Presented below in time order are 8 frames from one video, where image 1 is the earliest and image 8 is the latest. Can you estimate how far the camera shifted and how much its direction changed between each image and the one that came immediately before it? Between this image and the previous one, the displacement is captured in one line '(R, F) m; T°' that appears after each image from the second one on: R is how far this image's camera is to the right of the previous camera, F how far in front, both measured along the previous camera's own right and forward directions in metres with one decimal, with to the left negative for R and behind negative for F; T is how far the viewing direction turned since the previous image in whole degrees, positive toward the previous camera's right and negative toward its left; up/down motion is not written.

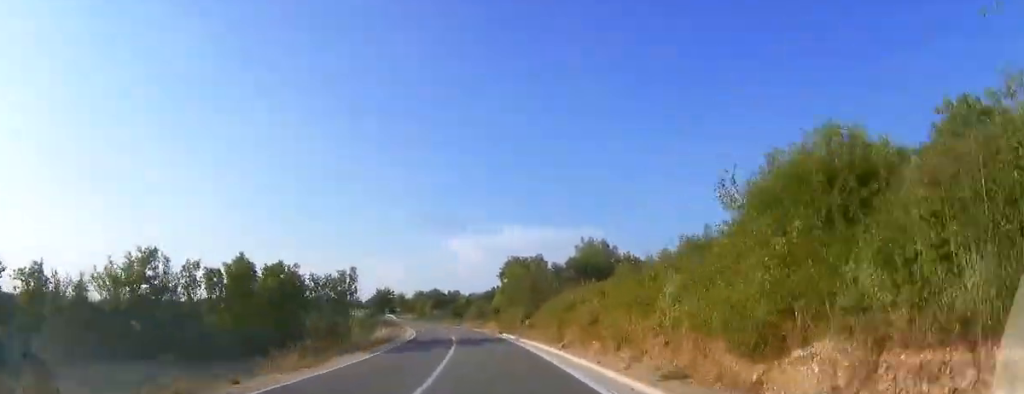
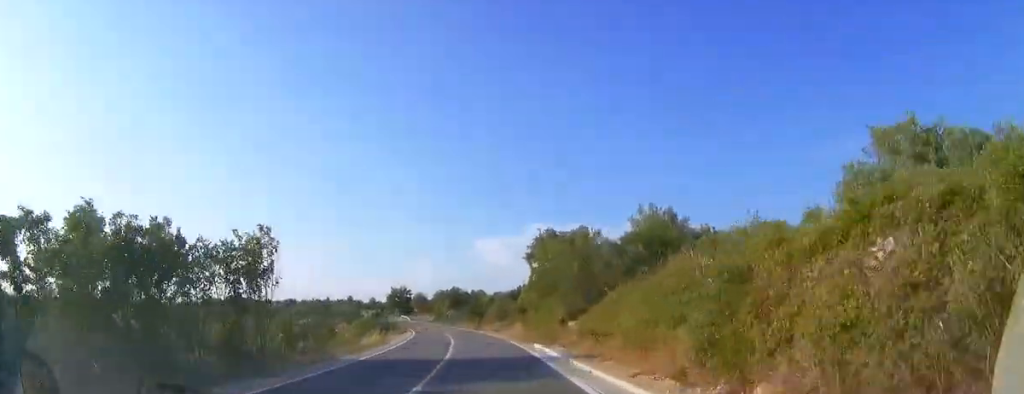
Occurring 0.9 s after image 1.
(0.0, +15.8) m; -3°
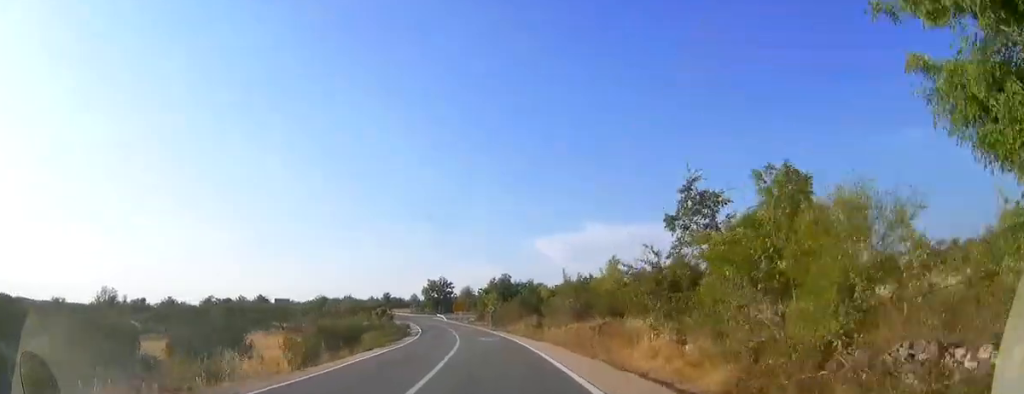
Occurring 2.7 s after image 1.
(-1.6, +32.8) m; -5°
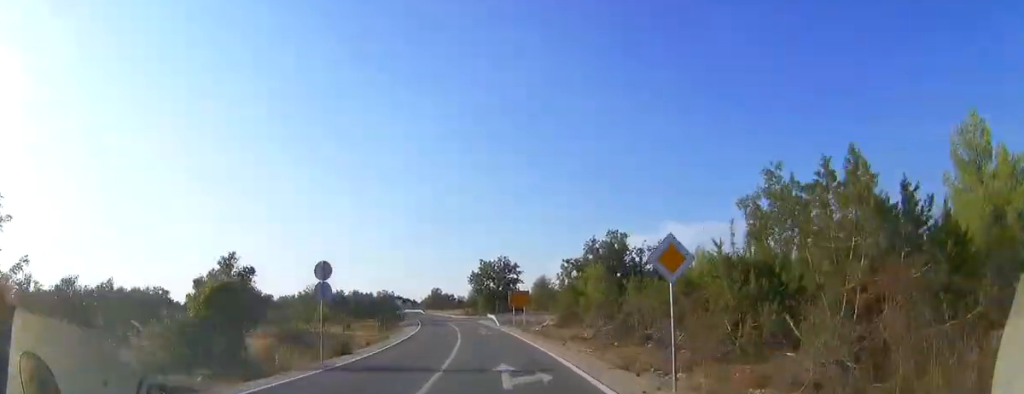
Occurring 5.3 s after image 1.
(-3.8, +48.7) m; -8°
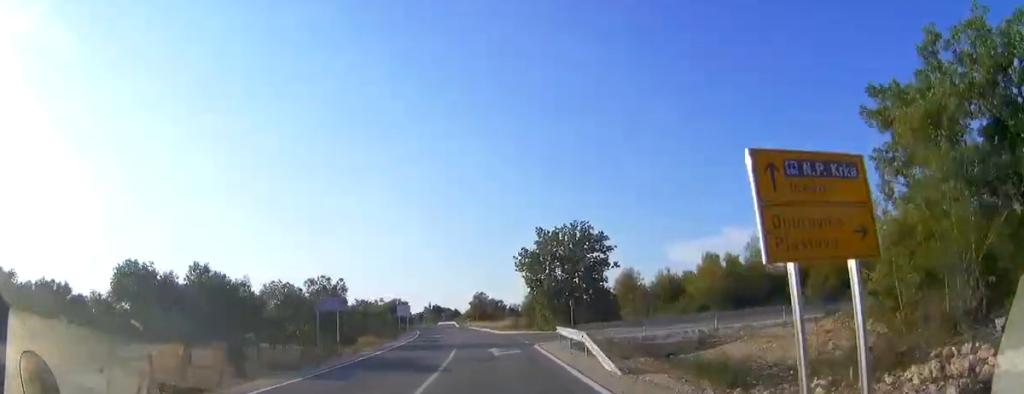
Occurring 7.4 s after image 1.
(-2.2, +37.5) m; -6°
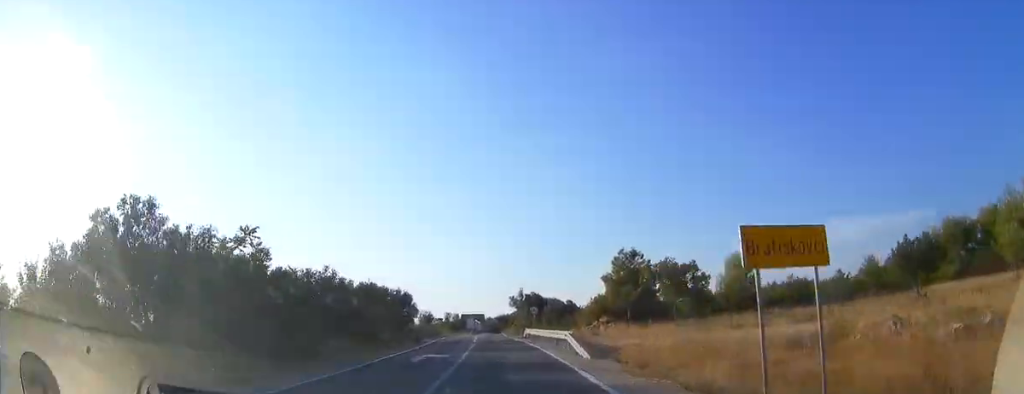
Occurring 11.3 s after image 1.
(-5.7, +67.1) m; -10°
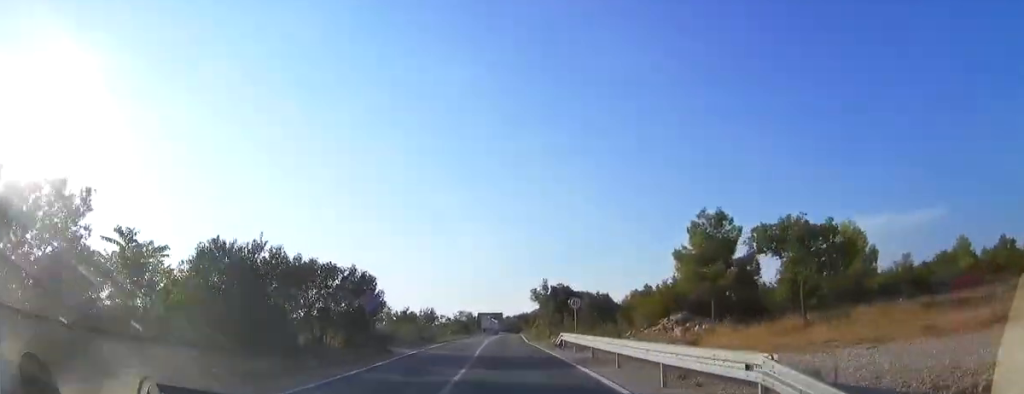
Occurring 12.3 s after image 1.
(-0.4, +16.4) m; -2°
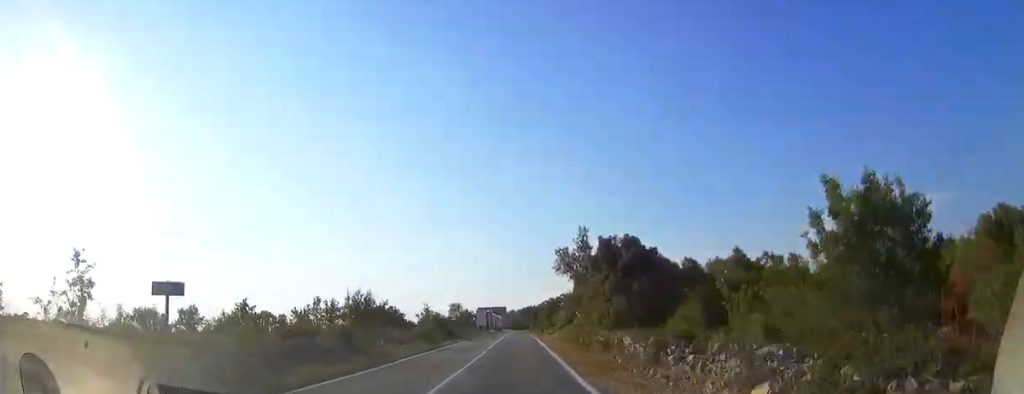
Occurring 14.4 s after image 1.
(-1.4, +33.4) m; -2°
